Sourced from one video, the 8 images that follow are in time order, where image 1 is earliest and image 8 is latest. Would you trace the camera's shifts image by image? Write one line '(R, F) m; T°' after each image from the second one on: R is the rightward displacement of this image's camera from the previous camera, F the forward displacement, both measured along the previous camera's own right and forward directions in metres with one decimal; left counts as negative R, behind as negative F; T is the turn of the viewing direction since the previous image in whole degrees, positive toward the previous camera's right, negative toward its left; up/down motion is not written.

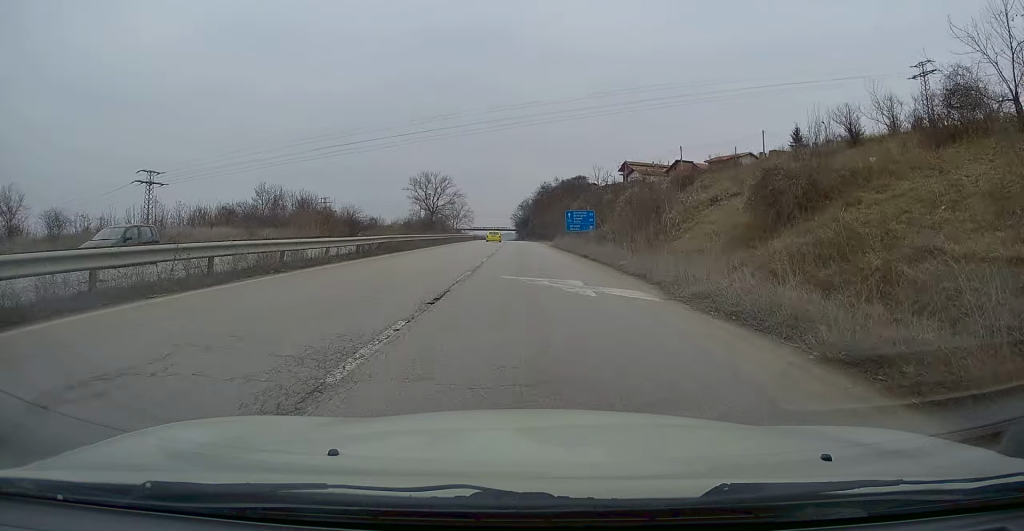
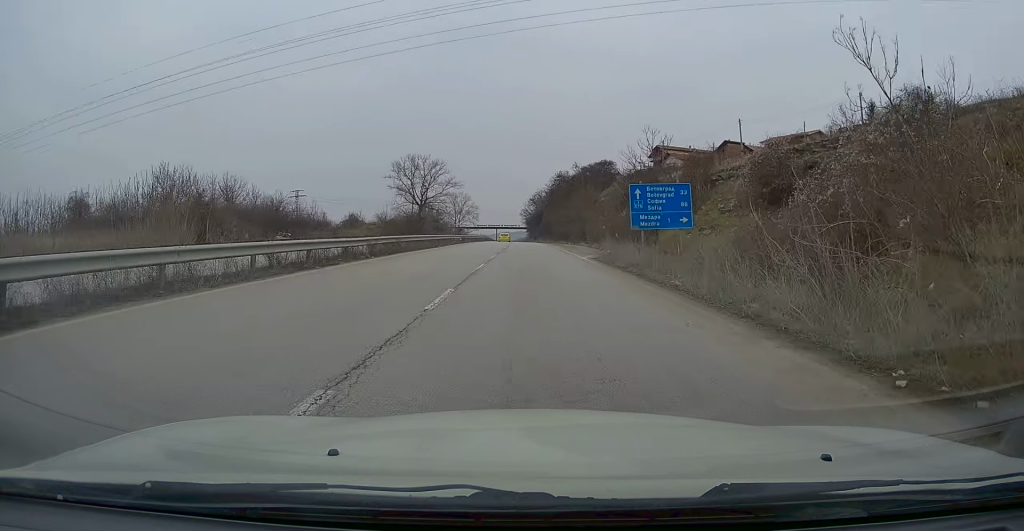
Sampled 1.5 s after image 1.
(+0.2, +29.9) m; -1°
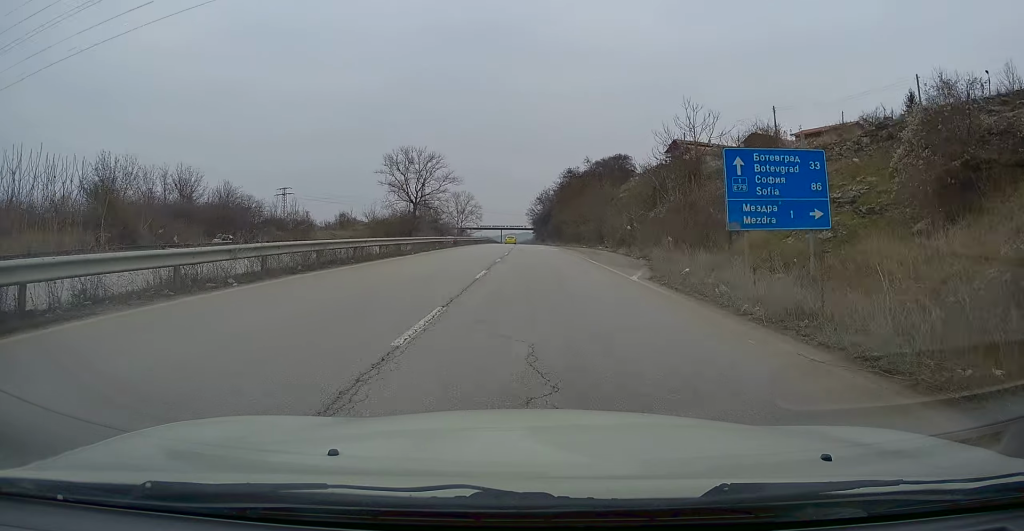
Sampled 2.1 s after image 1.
(-0.1, +11.6) m; -1°
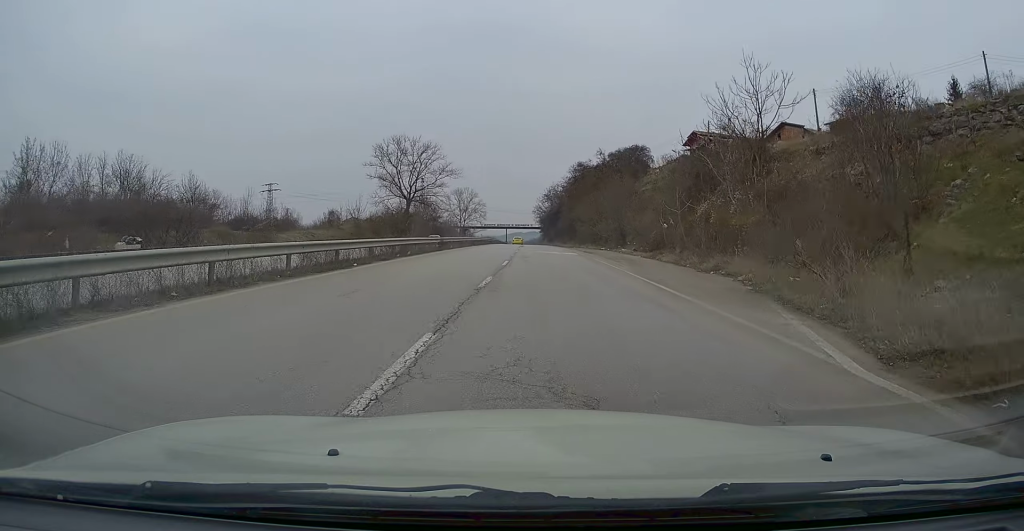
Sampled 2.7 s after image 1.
(0.0, +11.0) m; 0°
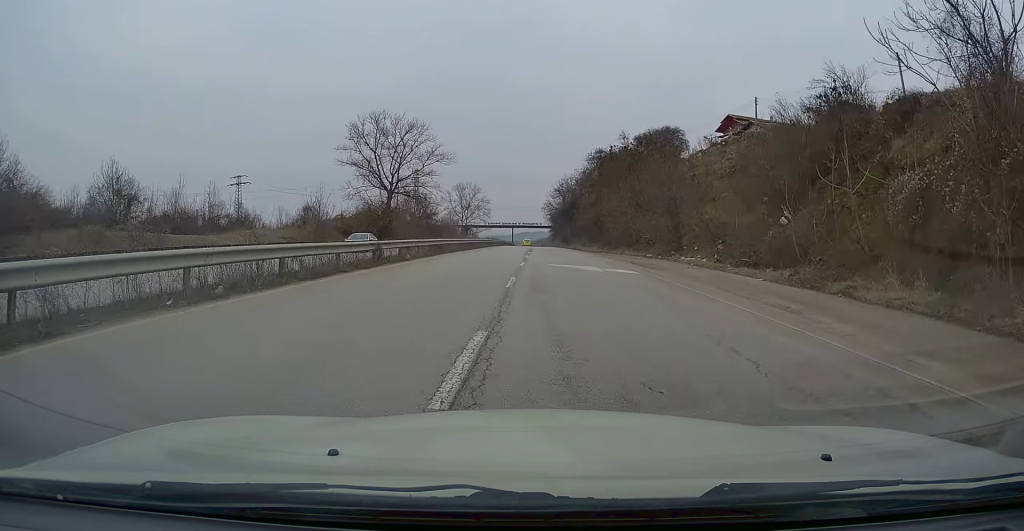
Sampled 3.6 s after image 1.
(0.0, +17.6) m; -1°
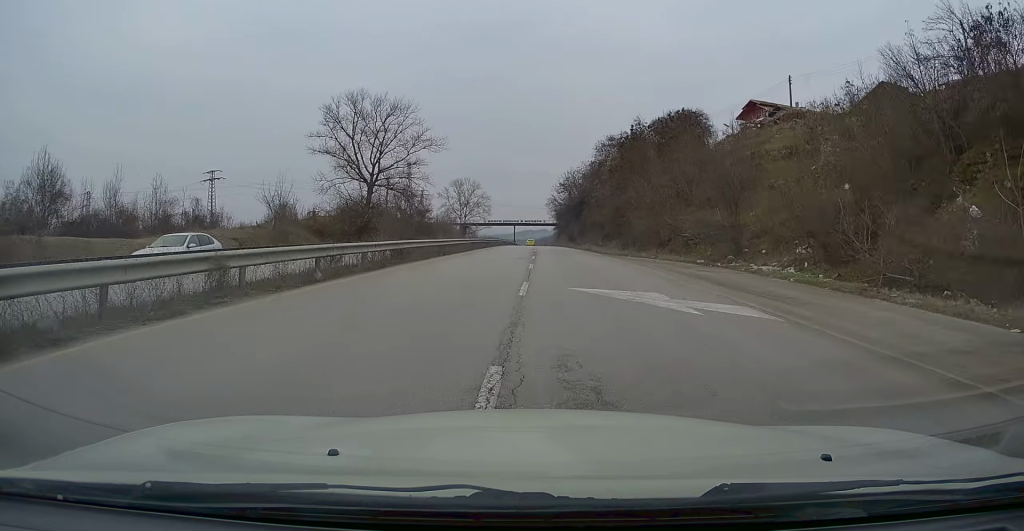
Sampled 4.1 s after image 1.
(0.0, +10.5) m; -1°
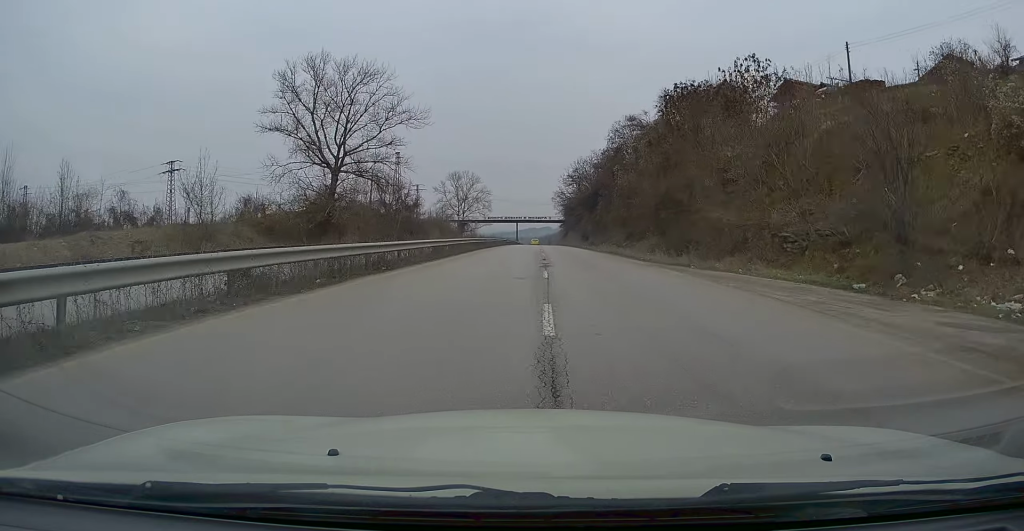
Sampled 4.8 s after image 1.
(-0.3, +13.2) m; 0°
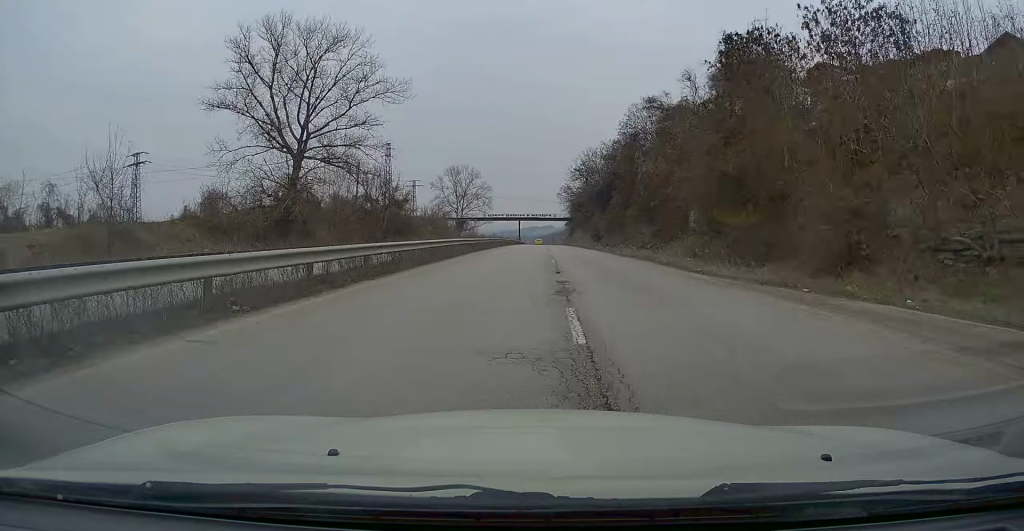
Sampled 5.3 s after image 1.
(+0.1, +9.2) m; 0°
